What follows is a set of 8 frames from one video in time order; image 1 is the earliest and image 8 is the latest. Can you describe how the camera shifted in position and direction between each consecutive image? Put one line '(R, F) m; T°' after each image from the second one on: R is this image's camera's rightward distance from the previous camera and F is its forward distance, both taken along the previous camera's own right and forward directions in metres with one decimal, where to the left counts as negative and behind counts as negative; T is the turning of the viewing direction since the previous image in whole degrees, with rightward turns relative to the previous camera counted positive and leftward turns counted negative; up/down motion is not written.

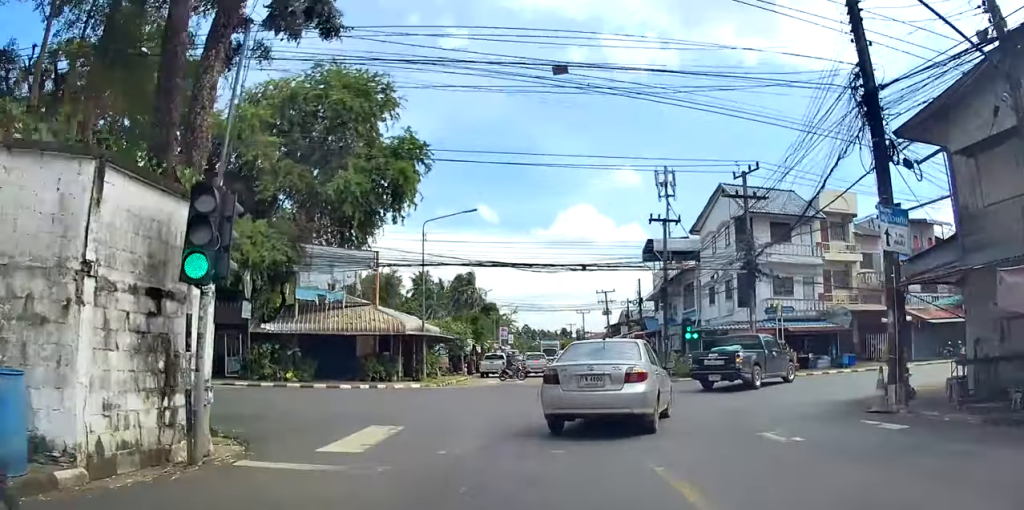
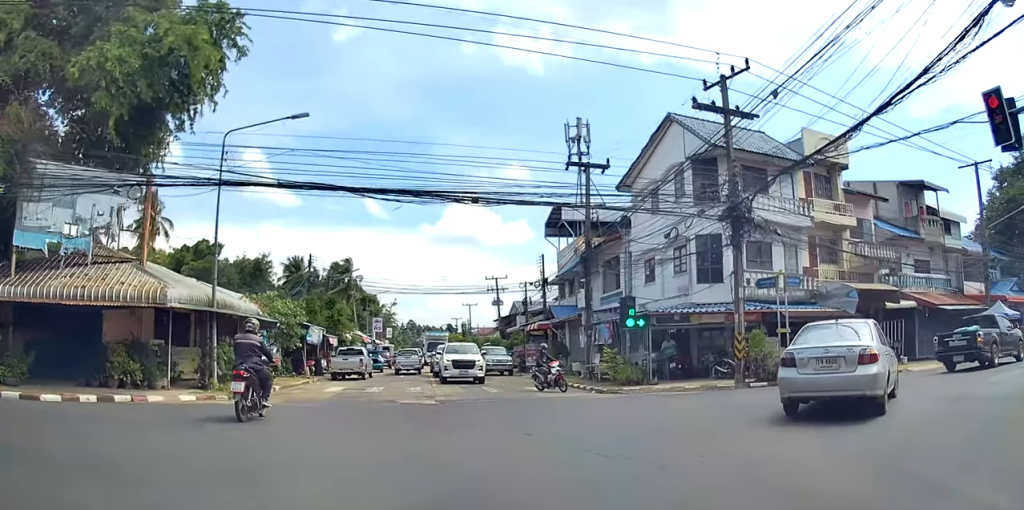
(+2.3, +10.9) m; +25°
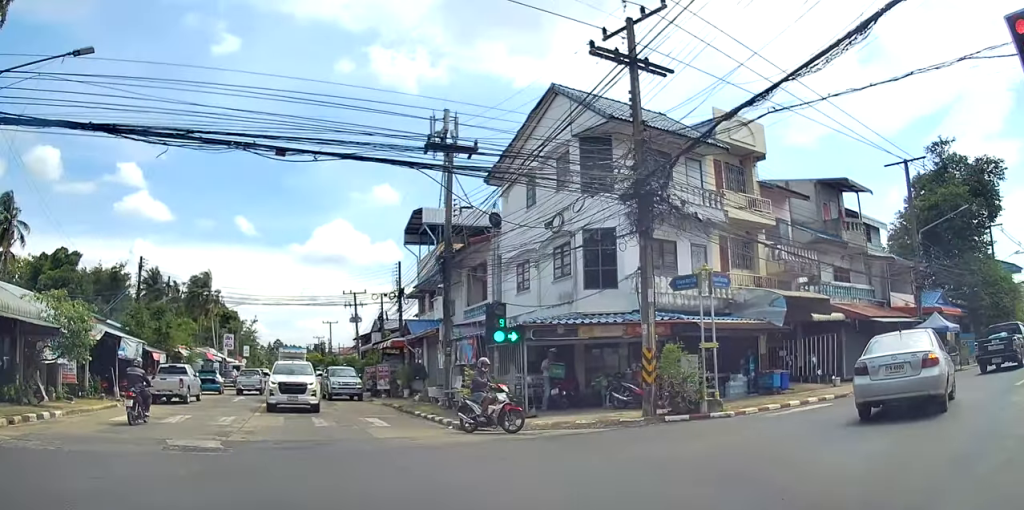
(+0.7, +5.1) m; +15°
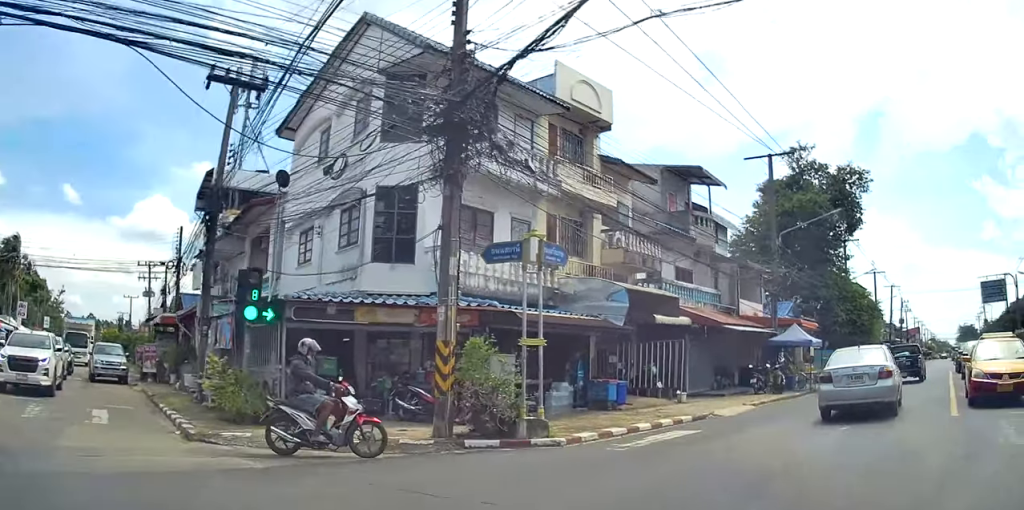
(+0.5, +4.4) m; +12°
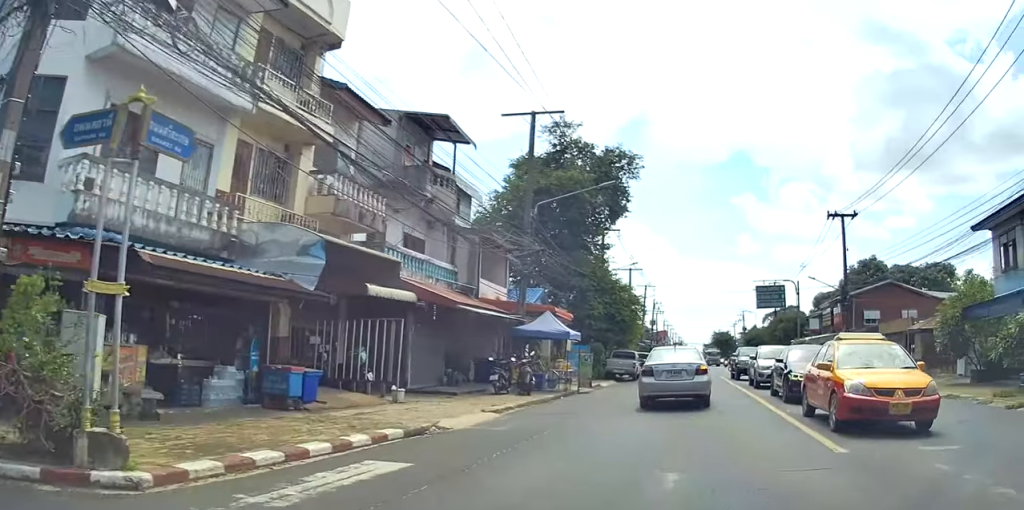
(+0.5, +4.7) m; +7°
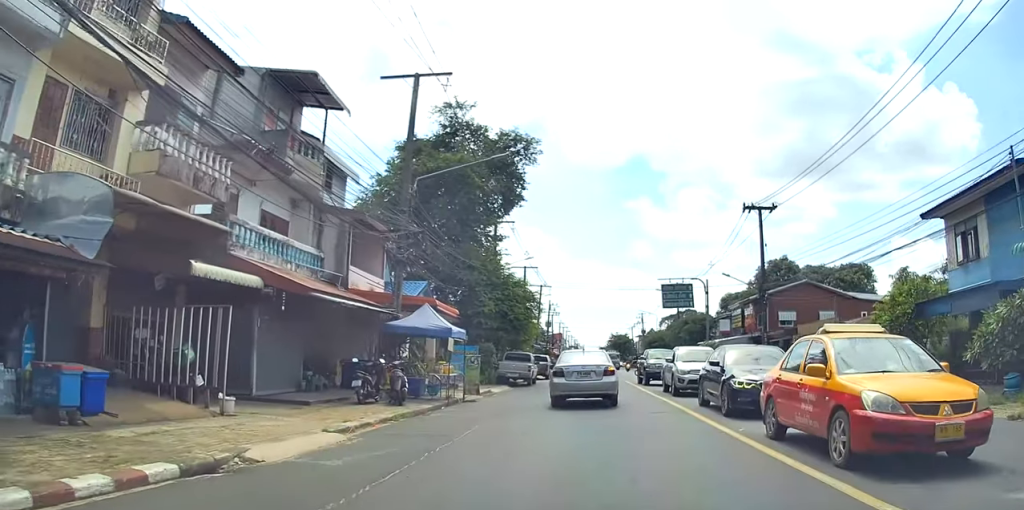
(+0.1, +3.3) m; +3°
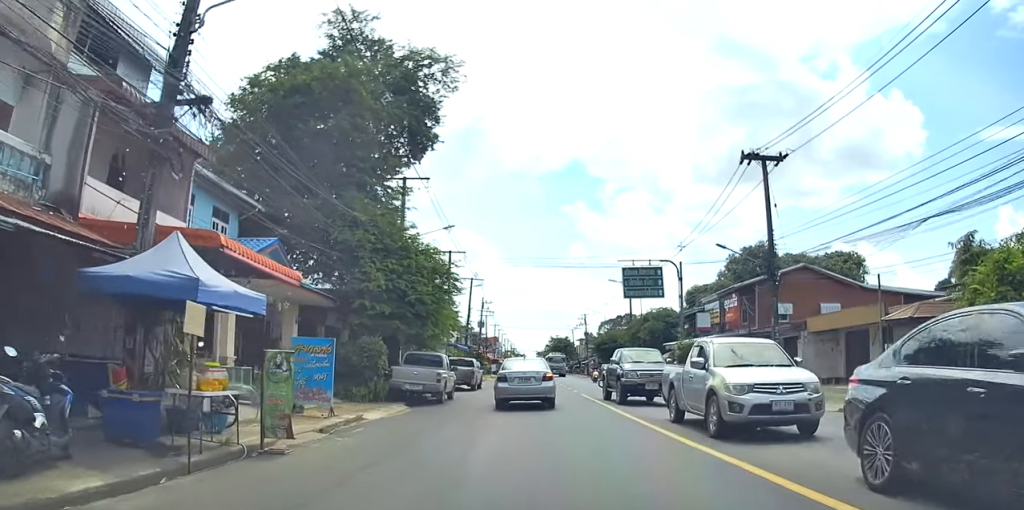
(+0.6, +9.2) m; +6°
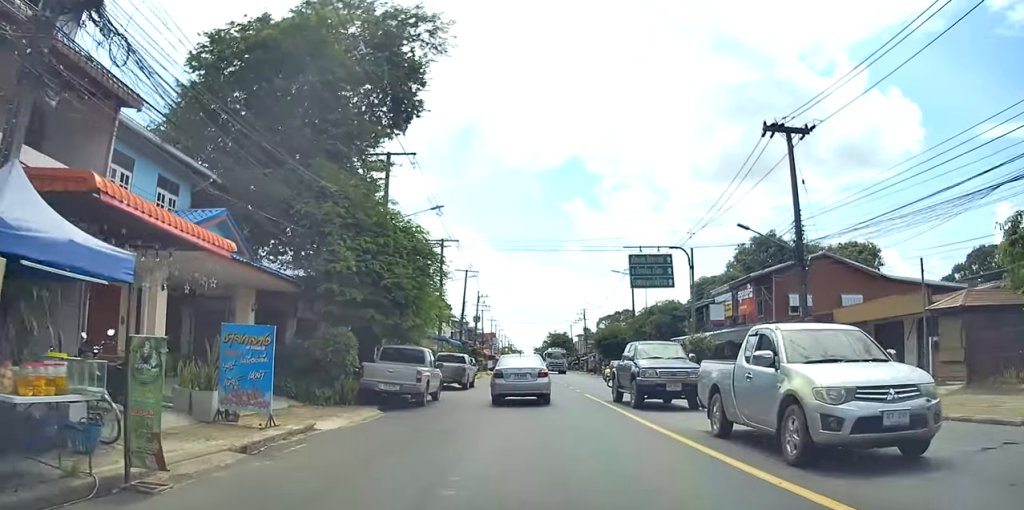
(0.0, +2.8) m; +1°
